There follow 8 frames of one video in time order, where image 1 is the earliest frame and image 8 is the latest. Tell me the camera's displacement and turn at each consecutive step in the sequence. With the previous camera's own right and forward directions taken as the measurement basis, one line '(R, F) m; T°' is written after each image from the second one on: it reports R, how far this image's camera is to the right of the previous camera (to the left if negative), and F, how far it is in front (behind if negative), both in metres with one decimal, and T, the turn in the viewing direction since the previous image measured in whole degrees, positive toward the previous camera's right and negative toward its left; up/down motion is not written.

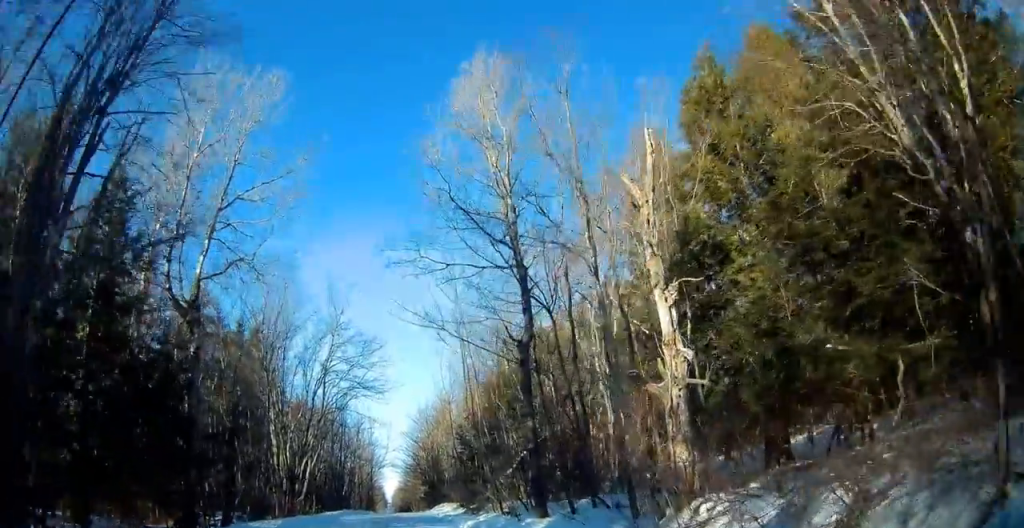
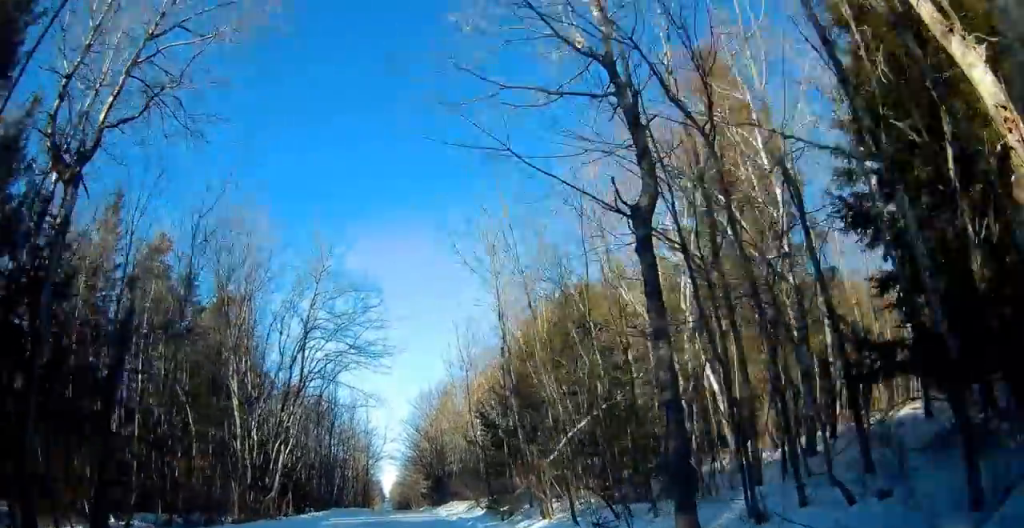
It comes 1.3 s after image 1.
(+0.2, +9.6) m; +2°
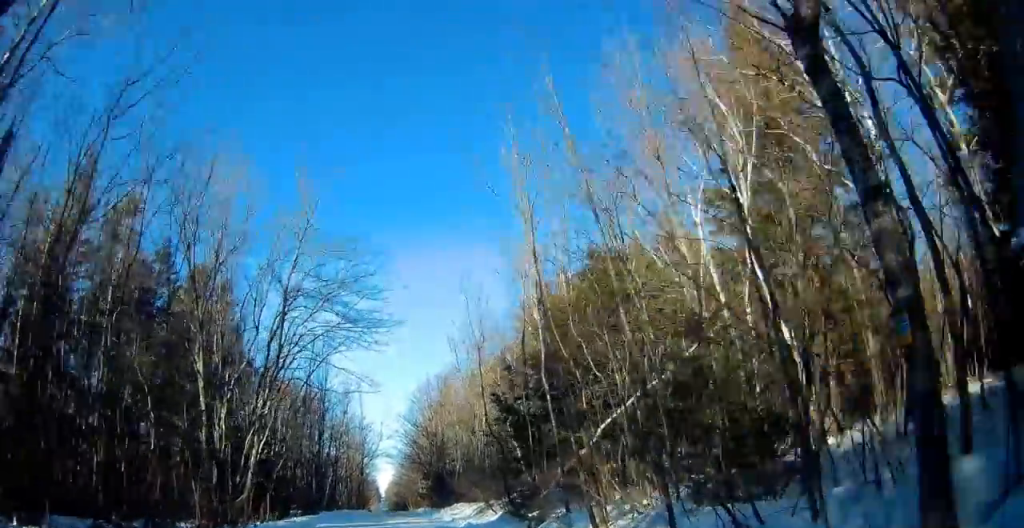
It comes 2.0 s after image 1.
(0.0, +5.2) m; +1°
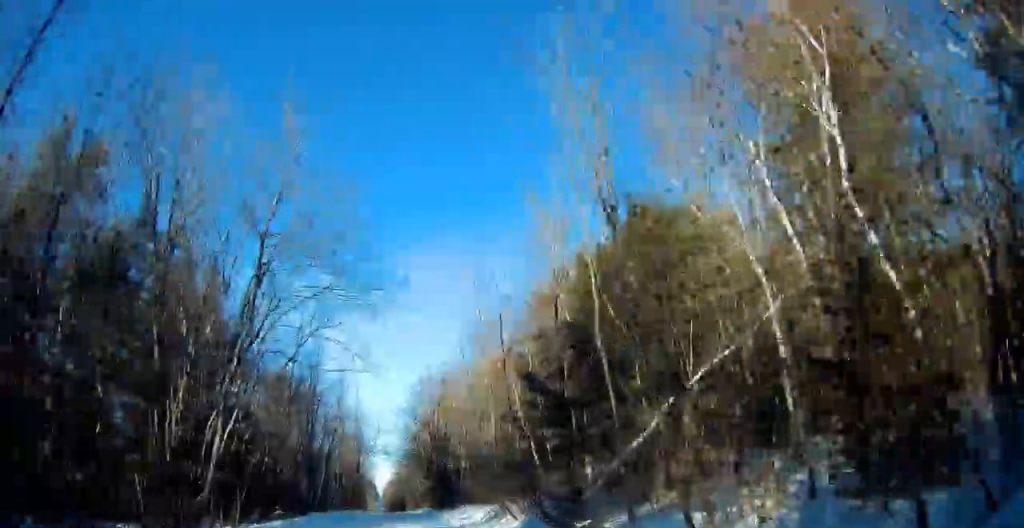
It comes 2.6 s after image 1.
(0.0, +4.9) m; 0°
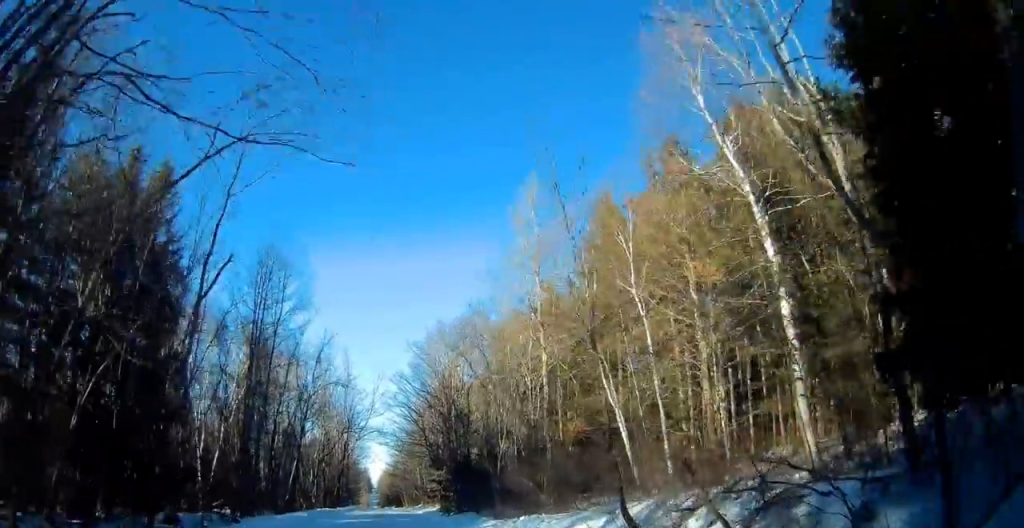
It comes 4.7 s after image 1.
(-0.4, +15.1) m; -3°
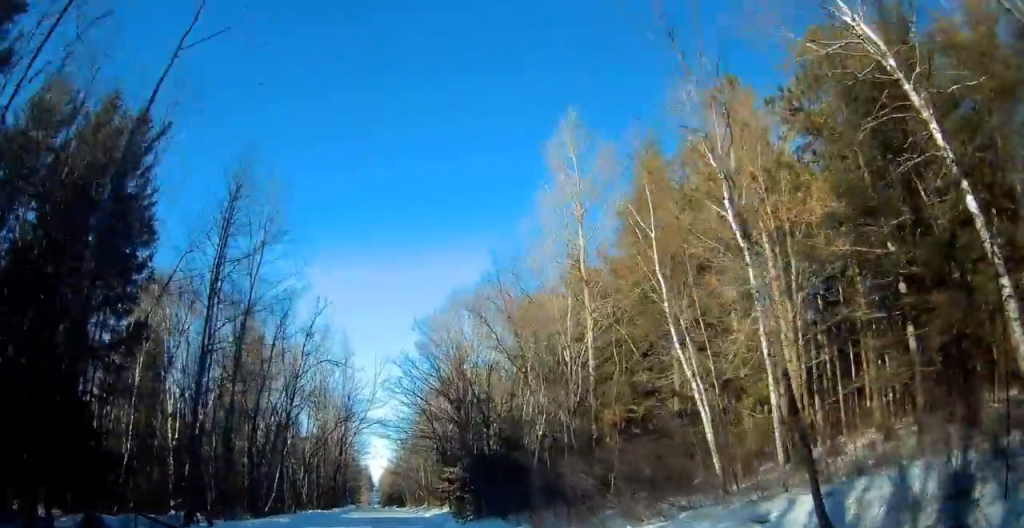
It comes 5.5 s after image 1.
(0.0, +6.4) m; 0°
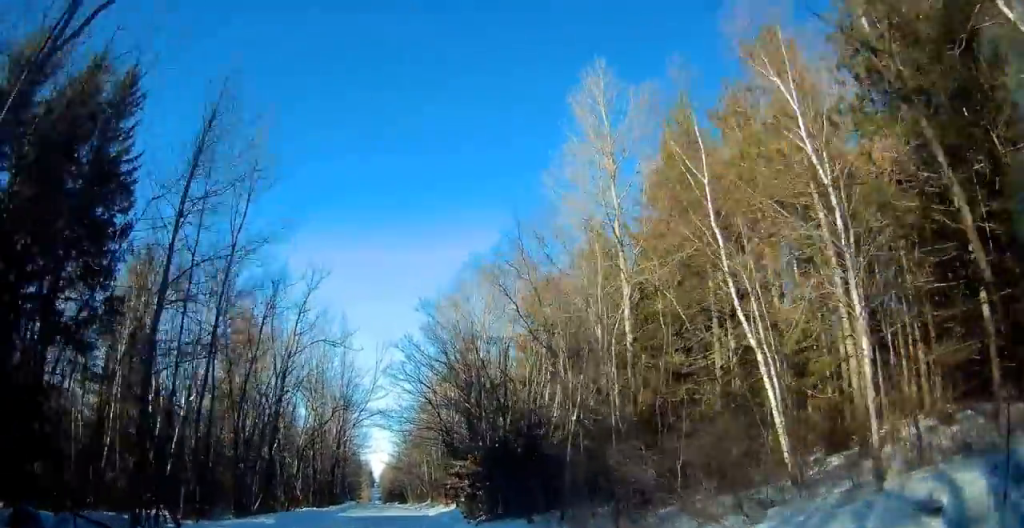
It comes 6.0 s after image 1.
(0.0, +3.7) m; 0°
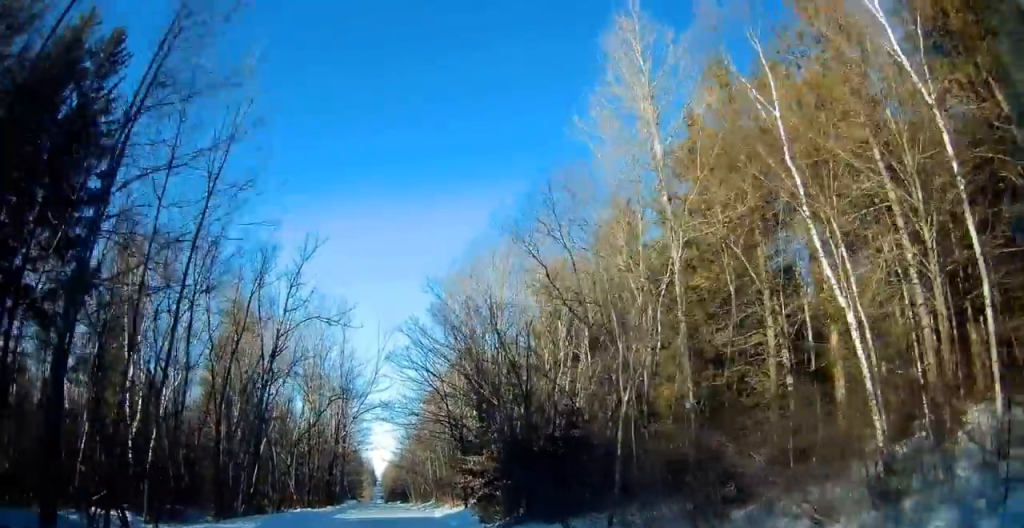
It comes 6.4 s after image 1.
(0.0, +3.6) m; 0°
